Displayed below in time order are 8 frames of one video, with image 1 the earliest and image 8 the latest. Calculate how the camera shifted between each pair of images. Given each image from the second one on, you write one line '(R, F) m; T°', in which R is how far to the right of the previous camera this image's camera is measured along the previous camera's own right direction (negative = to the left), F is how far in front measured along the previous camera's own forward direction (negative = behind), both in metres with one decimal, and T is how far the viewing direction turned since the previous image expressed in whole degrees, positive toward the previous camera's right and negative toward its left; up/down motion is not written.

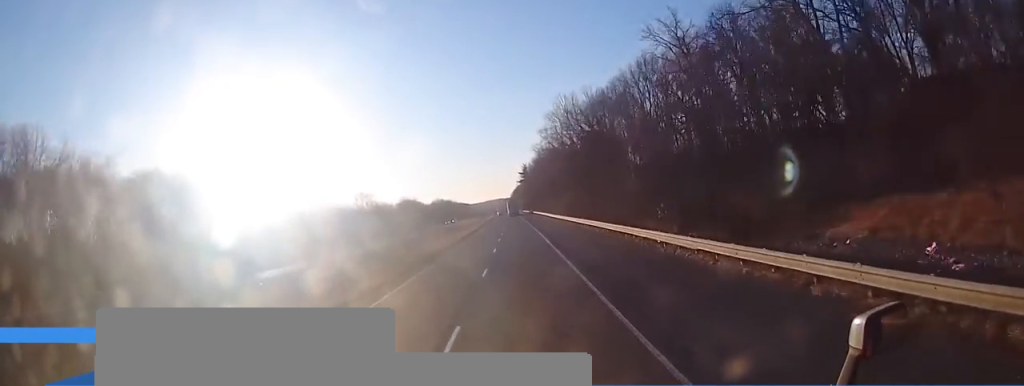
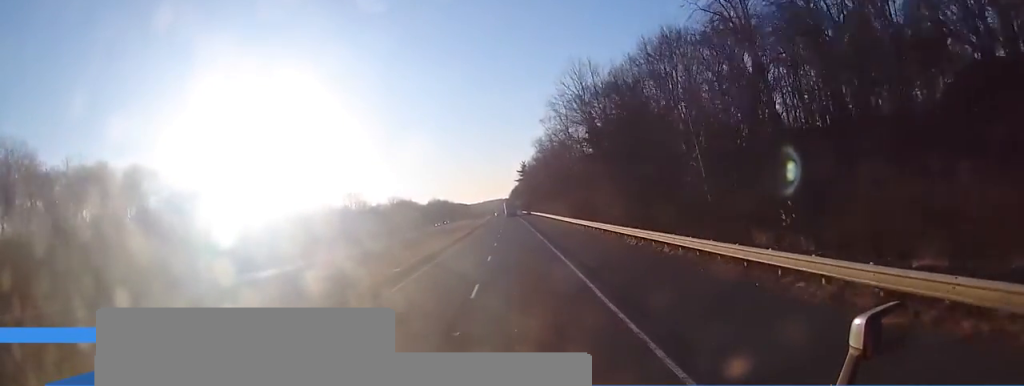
(+0.3, +17.4) m; +1°
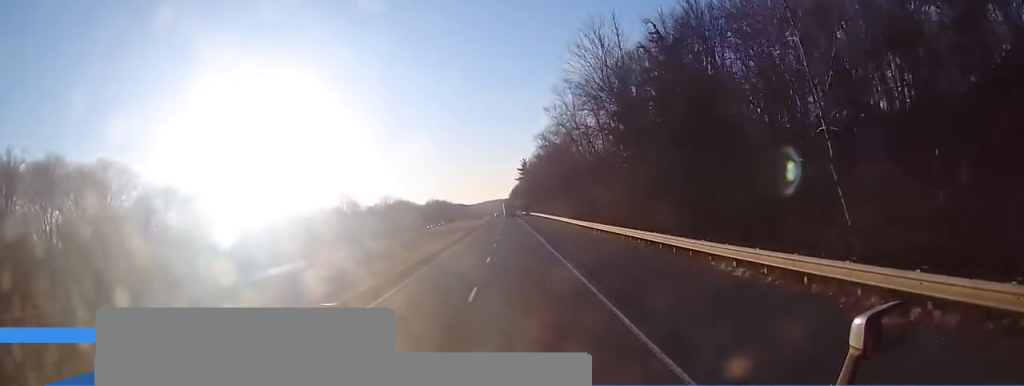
(+0.1, +12.5) m; +1°
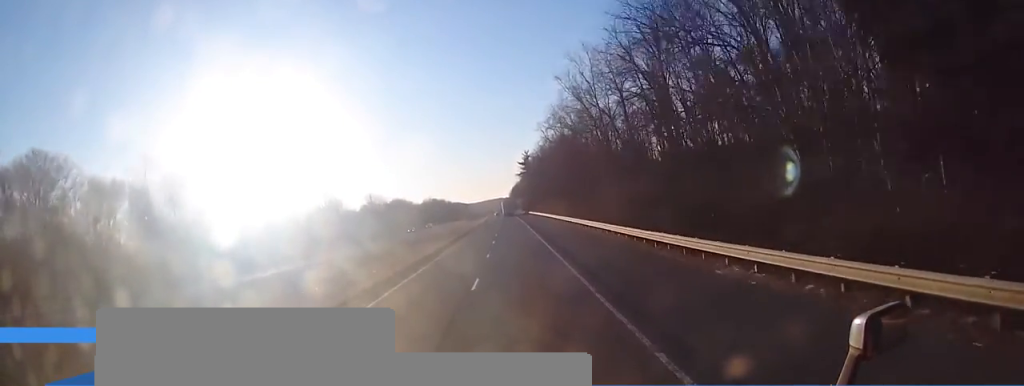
(0.0, +22.3) m; 0°
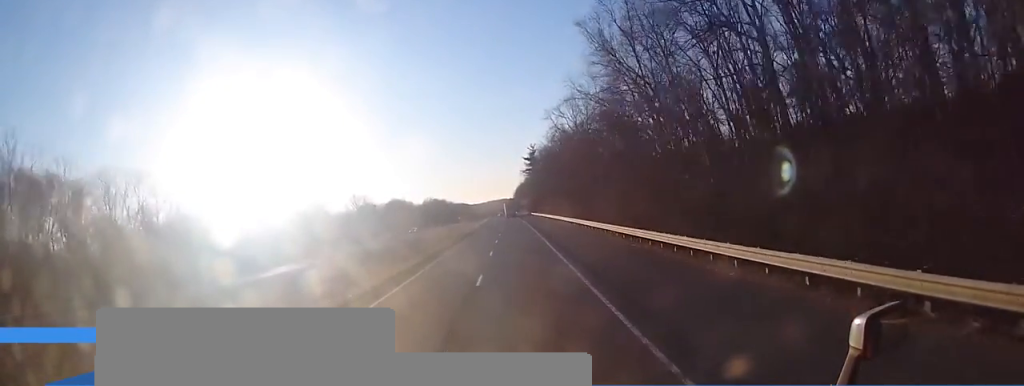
(0.0, +22.8) m; 0°
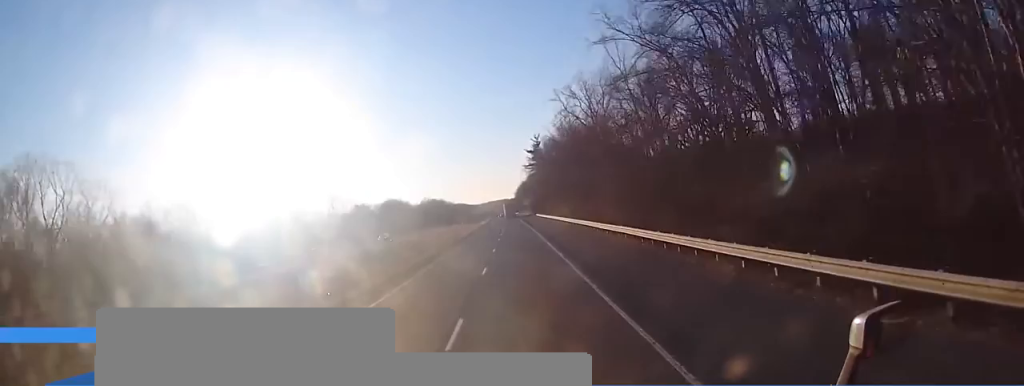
(0.0, +21.8) m; 0°
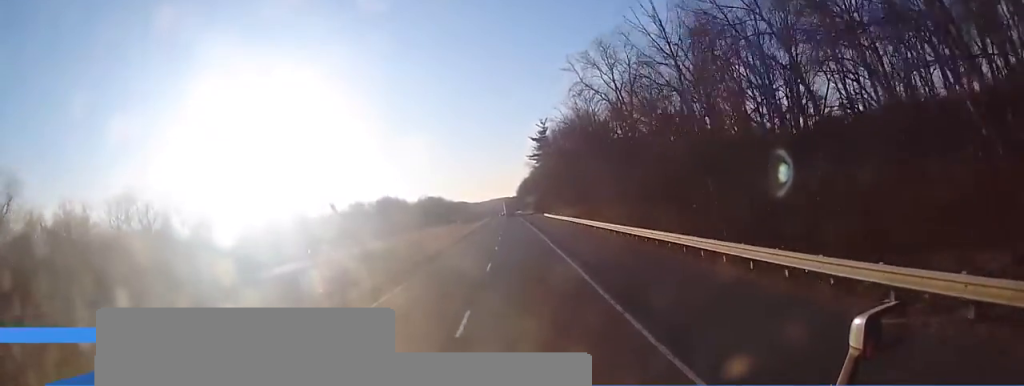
(0.0, +23.1) m; -1°
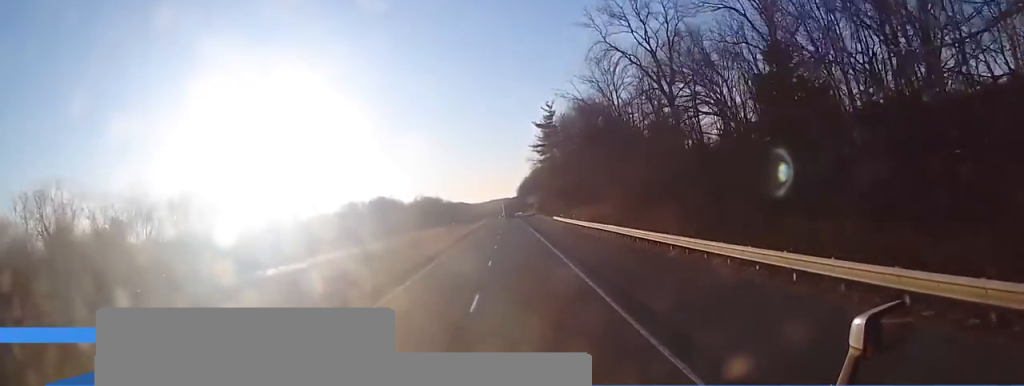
(-0.5, +21.1) m; 0°
